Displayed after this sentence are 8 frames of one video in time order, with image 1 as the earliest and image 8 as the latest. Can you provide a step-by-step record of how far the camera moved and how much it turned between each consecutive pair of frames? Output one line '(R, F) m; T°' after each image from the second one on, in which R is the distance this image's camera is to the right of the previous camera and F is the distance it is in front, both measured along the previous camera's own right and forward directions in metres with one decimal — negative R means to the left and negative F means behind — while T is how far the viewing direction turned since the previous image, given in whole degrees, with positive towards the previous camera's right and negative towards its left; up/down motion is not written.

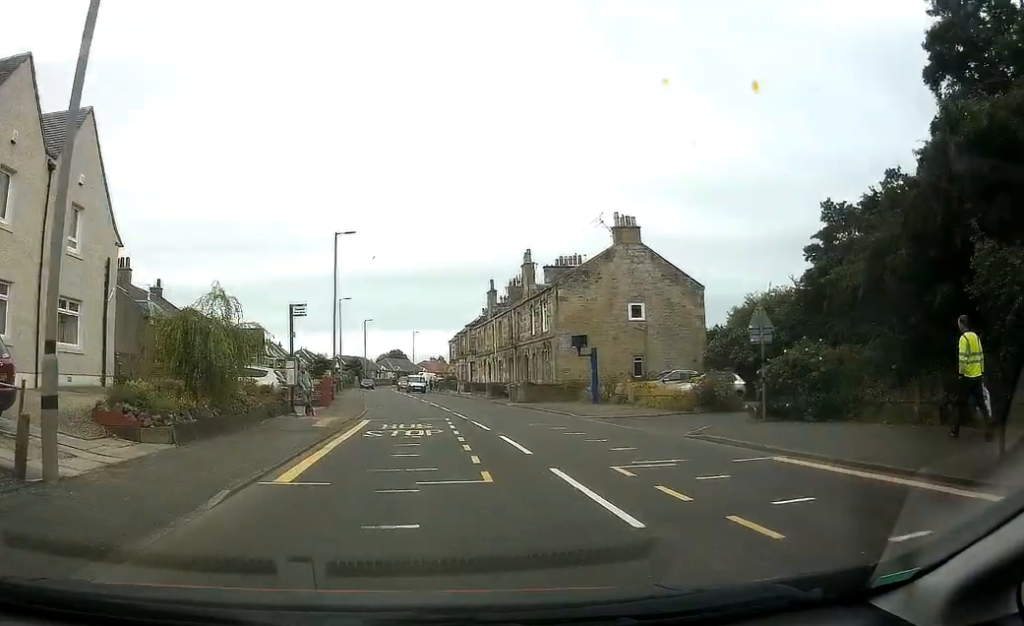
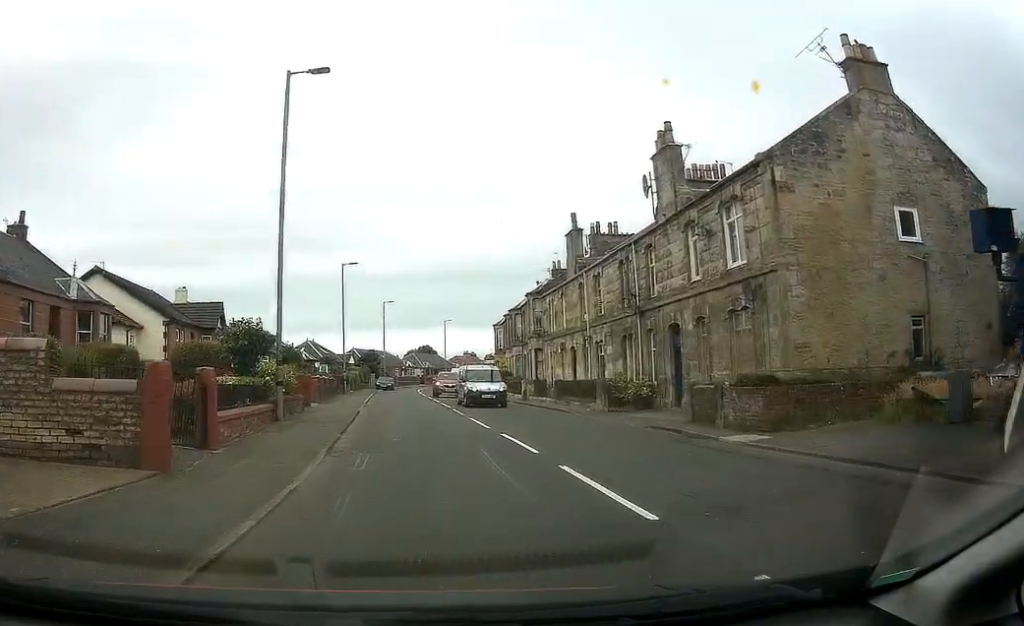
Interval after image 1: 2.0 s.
(-0.4, +23.3) m; -2°
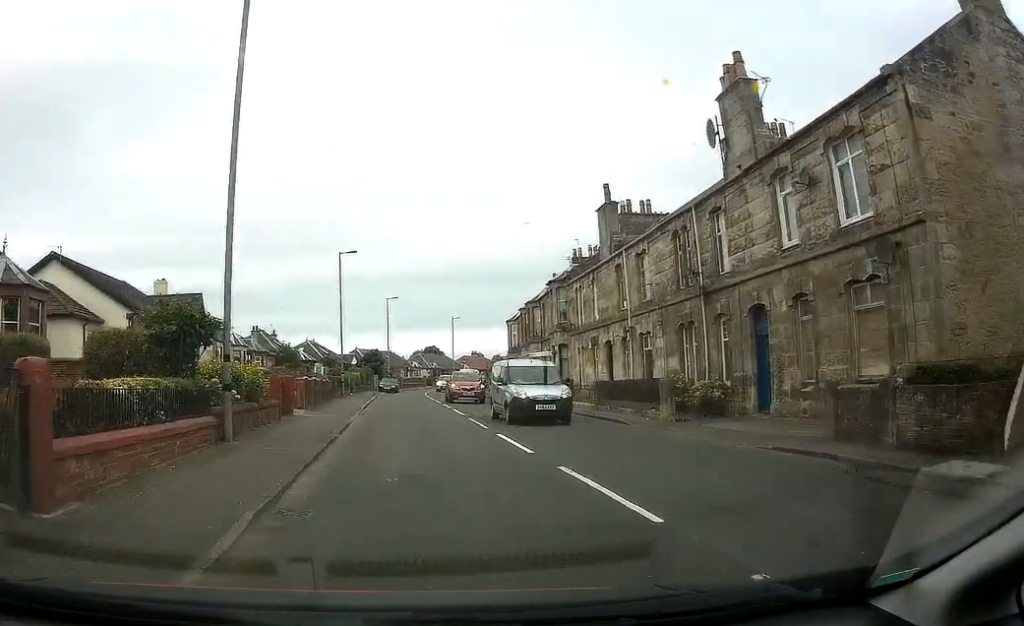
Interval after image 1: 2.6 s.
(+0.1, +5.9) m; -2°
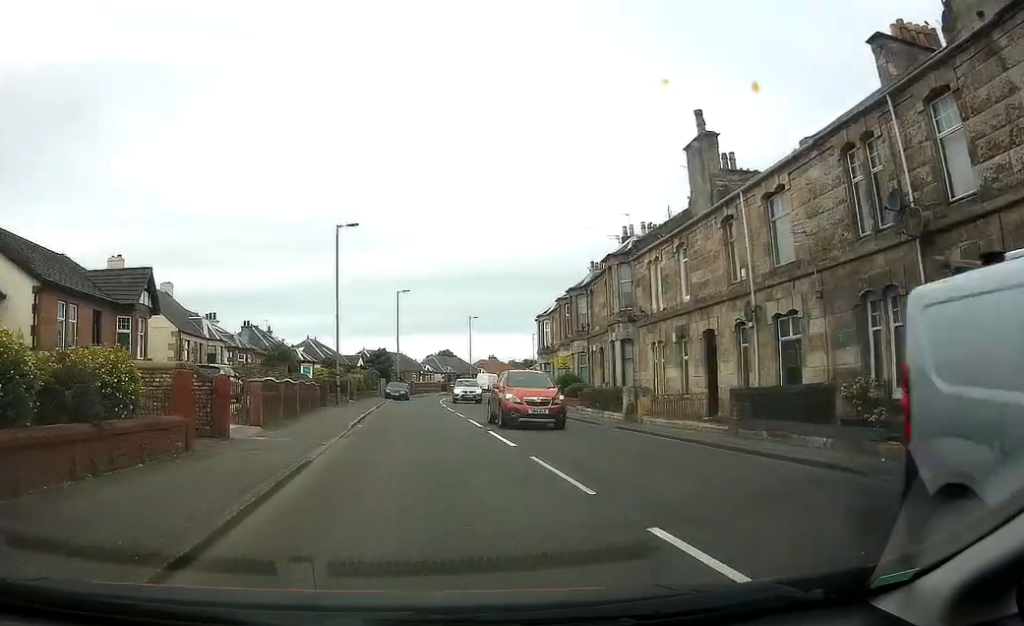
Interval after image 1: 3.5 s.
(-0.5, +10.1) m; -2°
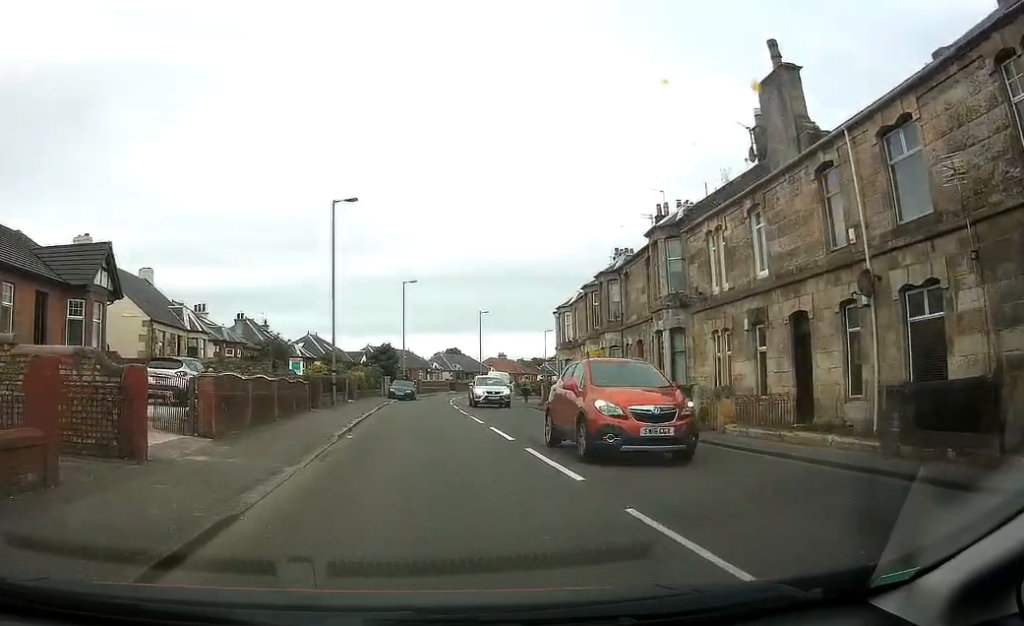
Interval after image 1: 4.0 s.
(-0.1, +5.3) m; 0°
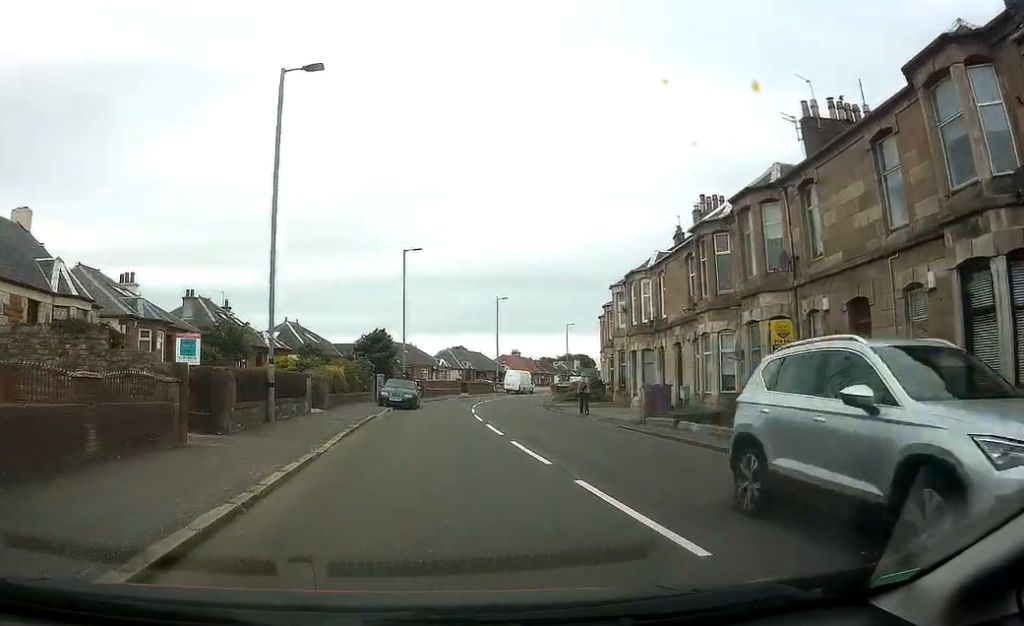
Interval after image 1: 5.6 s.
(+0.5, +15.6) m; +3°
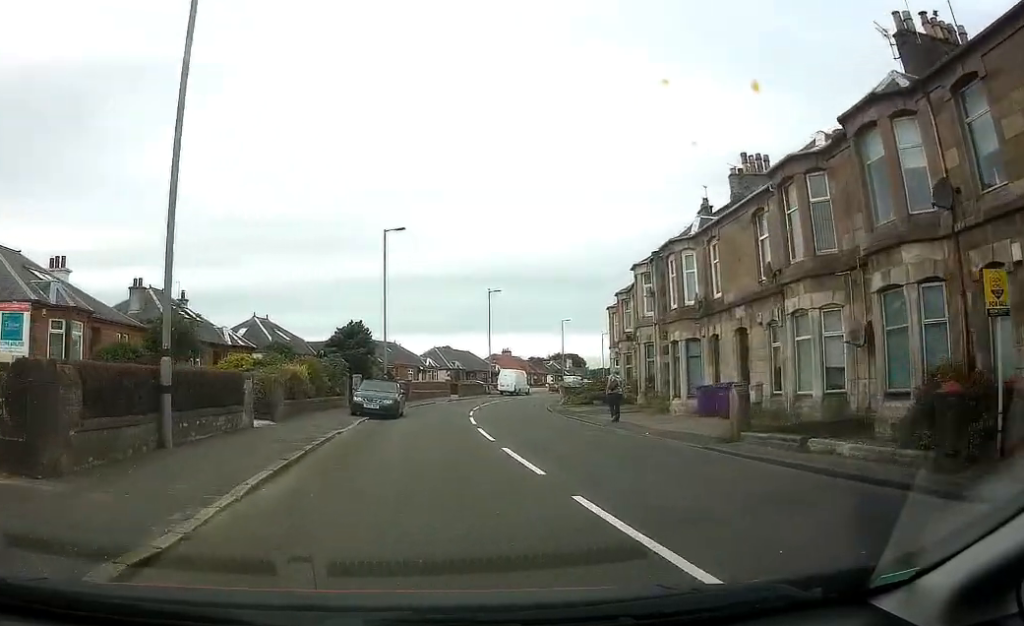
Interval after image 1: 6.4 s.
(+0.2, +7.2) m; +1°
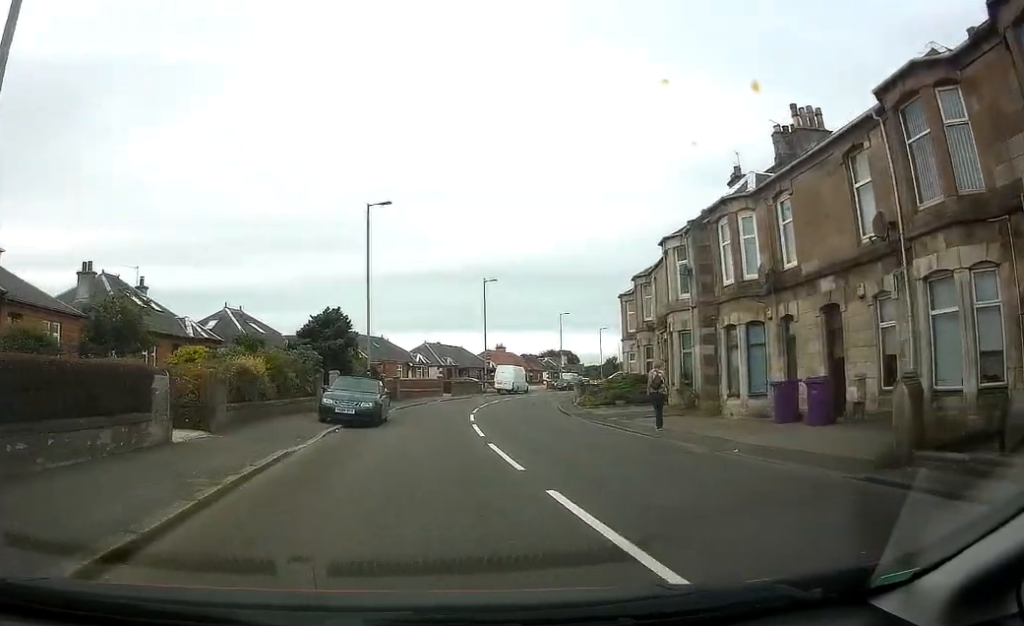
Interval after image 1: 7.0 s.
(+0.1, +5.6) m; 0°
